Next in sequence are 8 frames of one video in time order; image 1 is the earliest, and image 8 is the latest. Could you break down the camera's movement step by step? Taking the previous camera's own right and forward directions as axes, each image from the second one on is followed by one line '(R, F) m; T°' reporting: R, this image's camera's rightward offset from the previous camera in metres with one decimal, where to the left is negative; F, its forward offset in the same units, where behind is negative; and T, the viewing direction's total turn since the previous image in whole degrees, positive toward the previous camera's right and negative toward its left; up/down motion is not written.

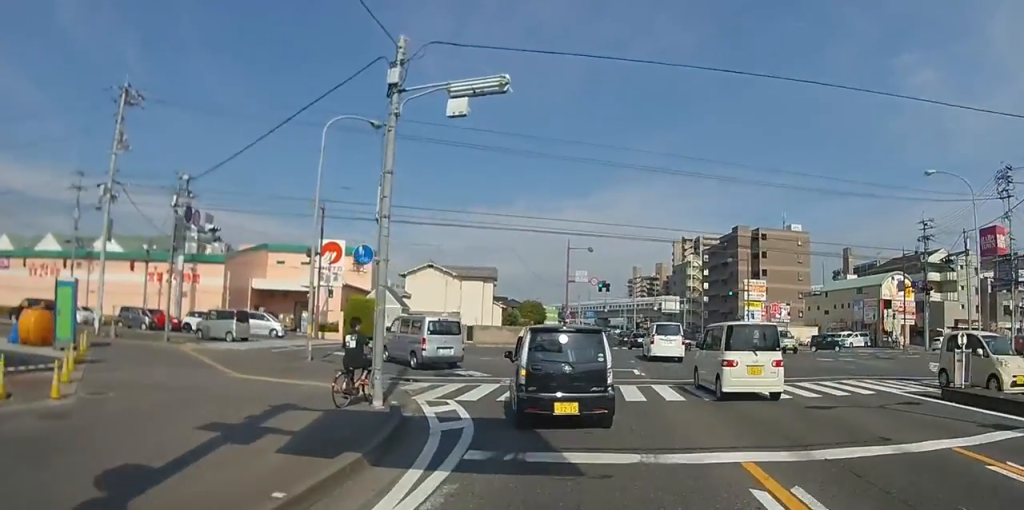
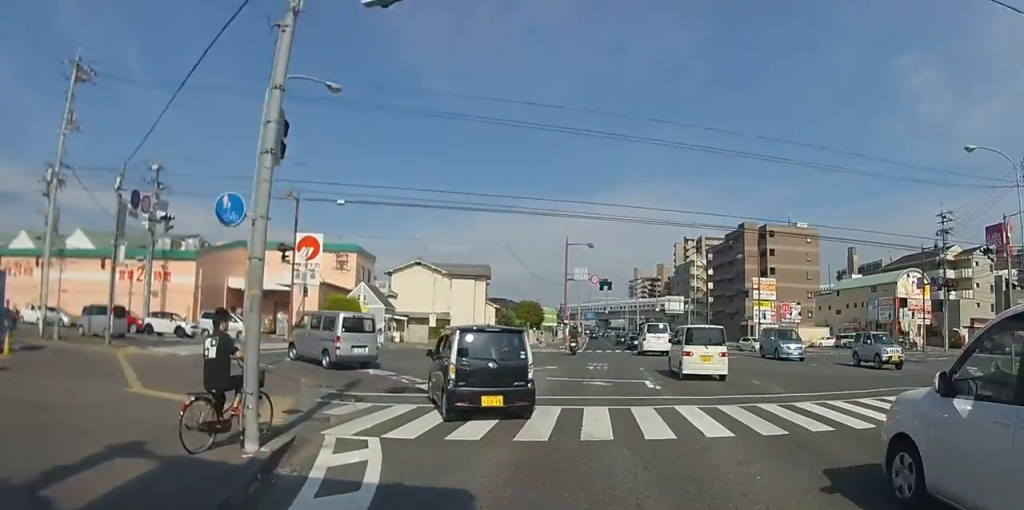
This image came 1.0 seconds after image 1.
(0.0, +4.1) m; 0°
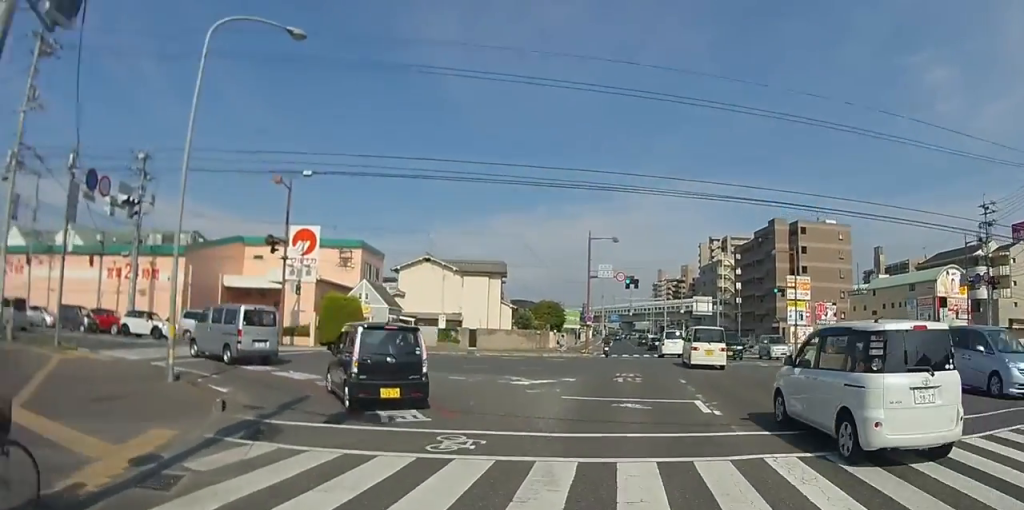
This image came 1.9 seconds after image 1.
(0.0, +4.0) m; -2°
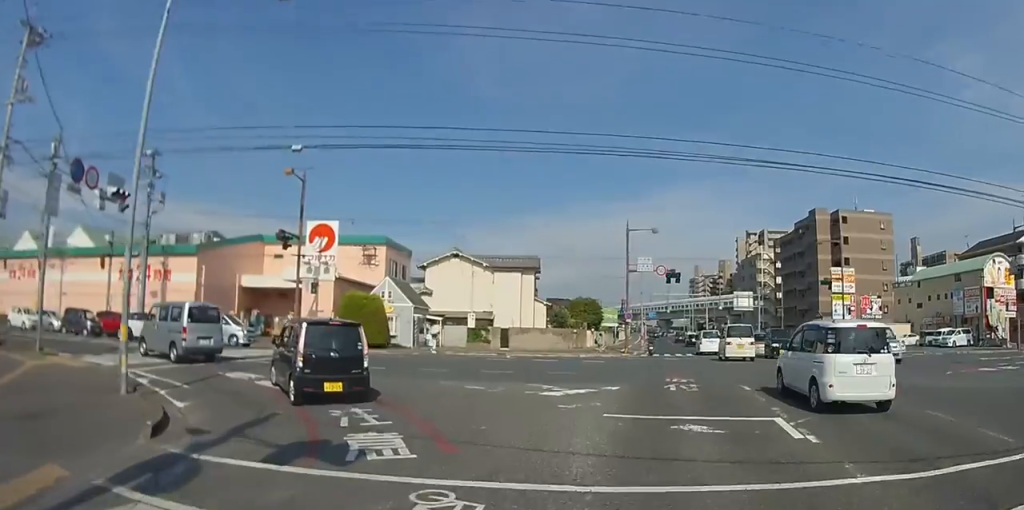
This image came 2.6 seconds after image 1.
(-0.1, +2.7) m; -3°
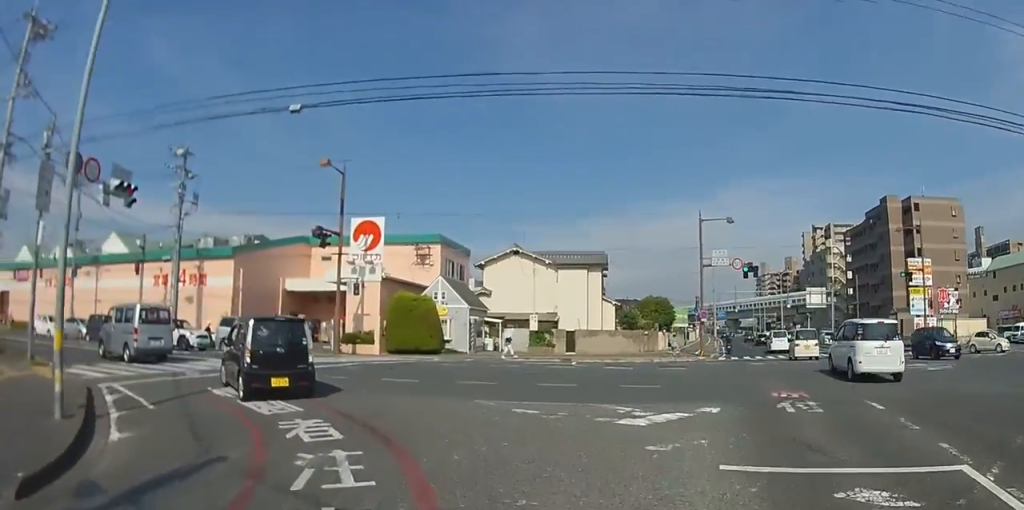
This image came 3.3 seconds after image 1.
(-0.1, +3.2) m; -5°
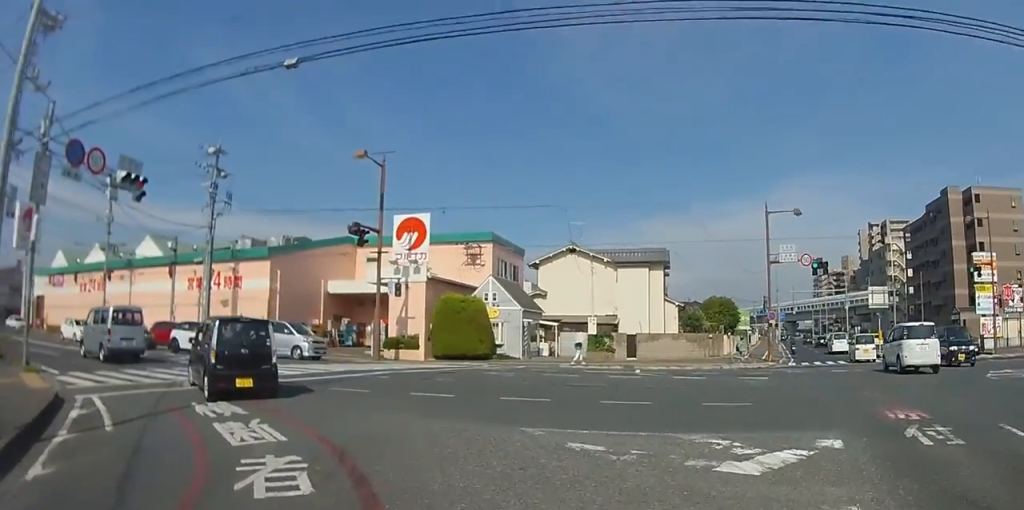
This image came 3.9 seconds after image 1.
(0.0, +2.5) m; -6°
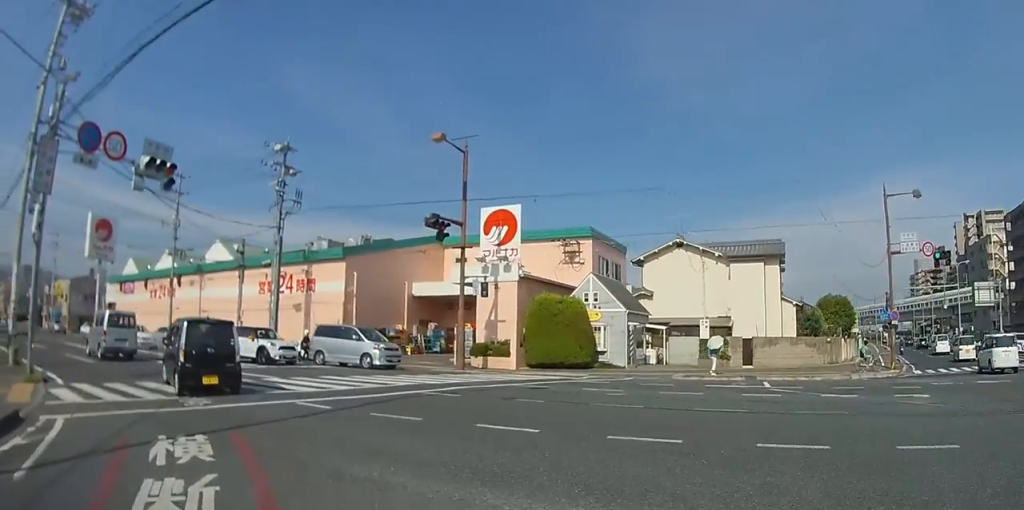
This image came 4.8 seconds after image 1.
(-0.3, +3.6) m; -12°
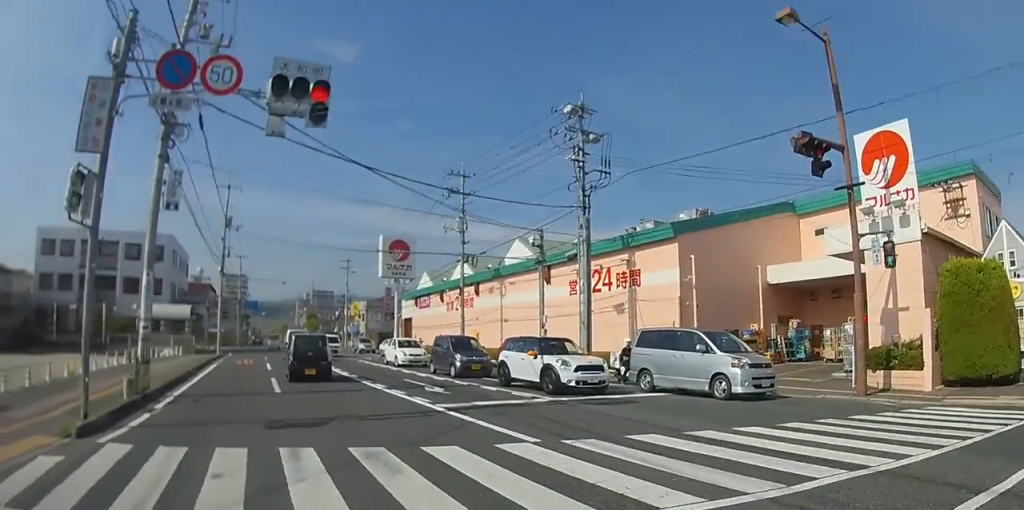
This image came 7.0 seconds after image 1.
(-2.5, +8.3) m; -37°
